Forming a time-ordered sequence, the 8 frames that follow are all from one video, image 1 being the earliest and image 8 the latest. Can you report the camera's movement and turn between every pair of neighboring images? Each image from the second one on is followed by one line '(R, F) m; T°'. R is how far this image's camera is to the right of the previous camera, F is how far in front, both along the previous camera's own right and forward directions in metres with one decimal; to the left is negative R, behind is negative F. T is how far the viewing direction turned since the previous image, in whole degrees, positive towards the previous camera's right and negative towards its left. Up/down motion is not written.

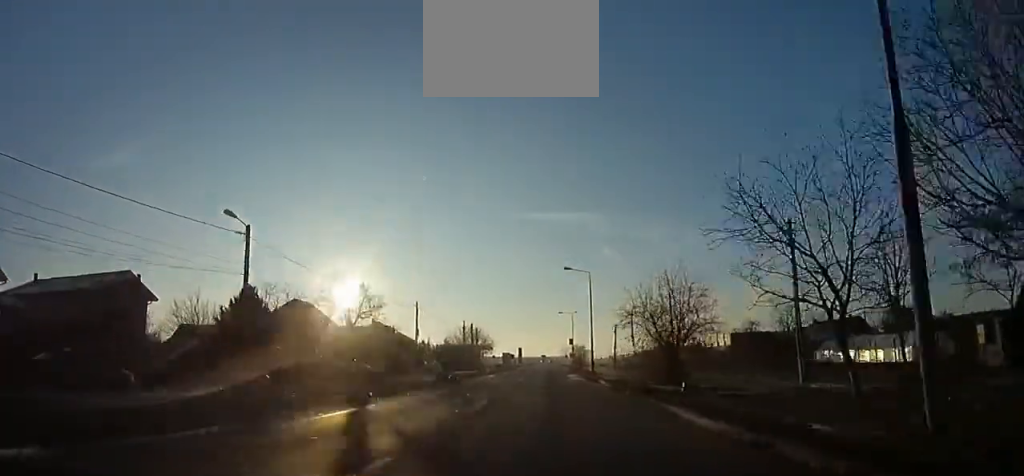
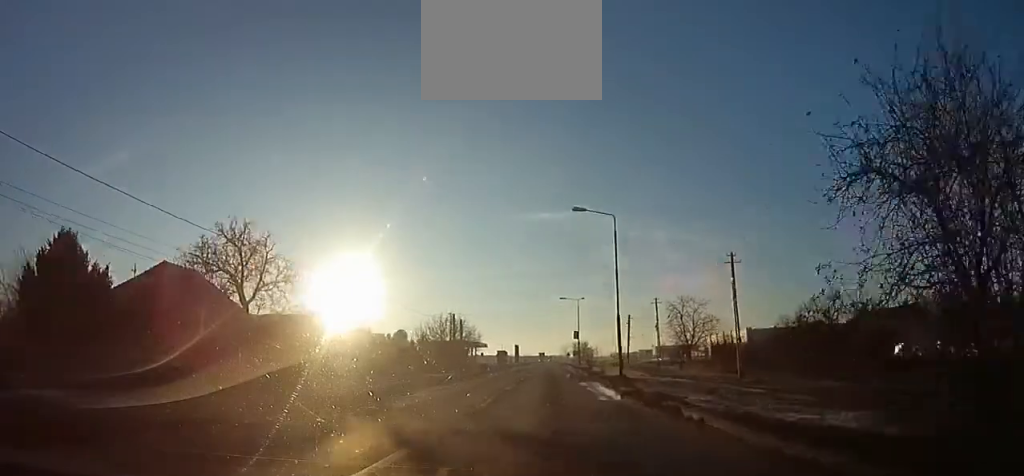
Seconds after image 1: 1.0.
(+0.3, +17.1) m; +1°
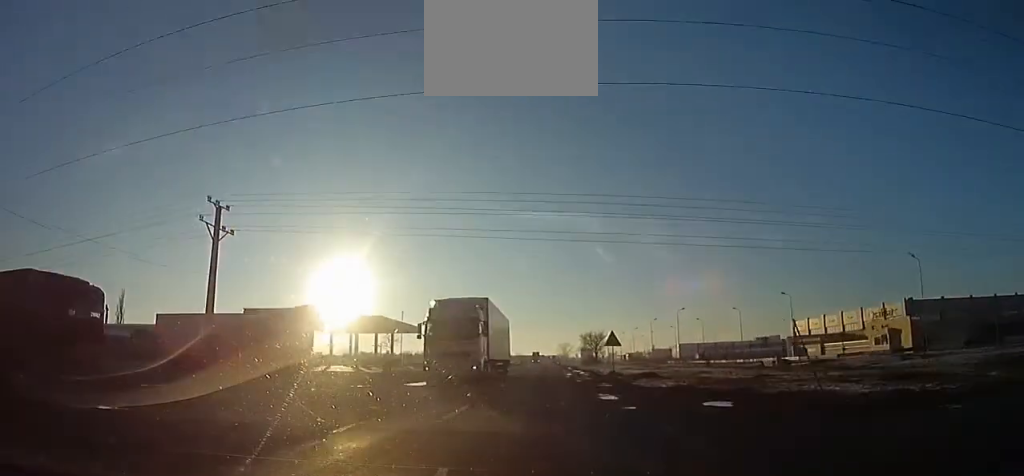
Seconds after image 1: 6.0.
(-1.7, +86.6) m; -1°
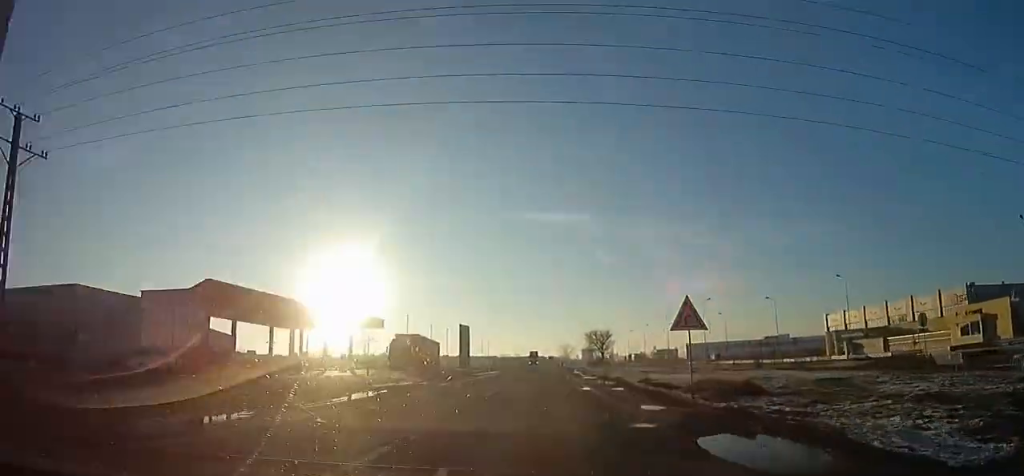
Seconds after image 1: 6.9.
(+0.3, +17.5) m; +1°
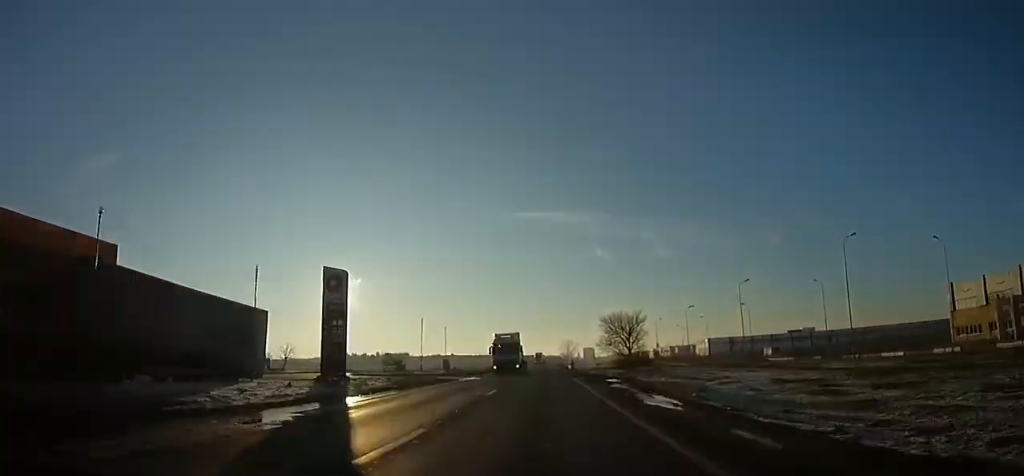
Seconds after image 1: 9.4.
(+0.7, +45.3) m; -1°
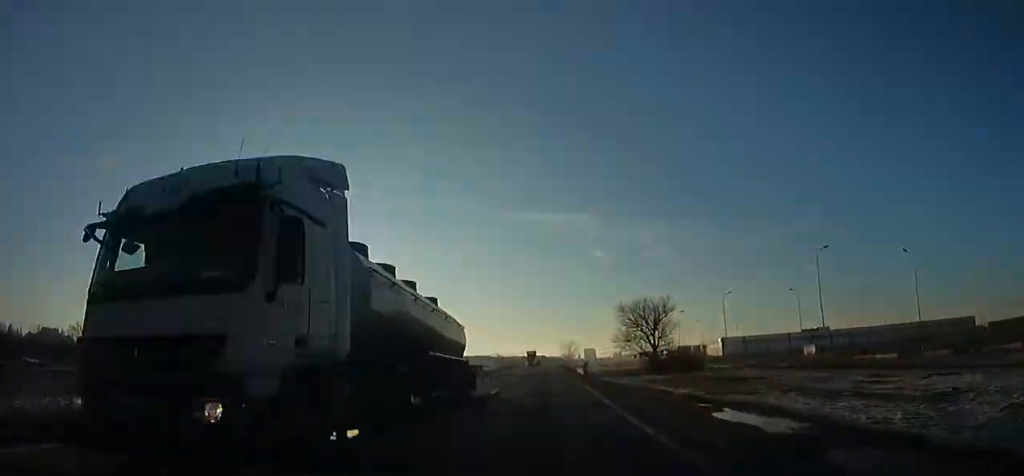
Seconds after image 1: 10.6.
(-0.8, +22.0) m; -1°
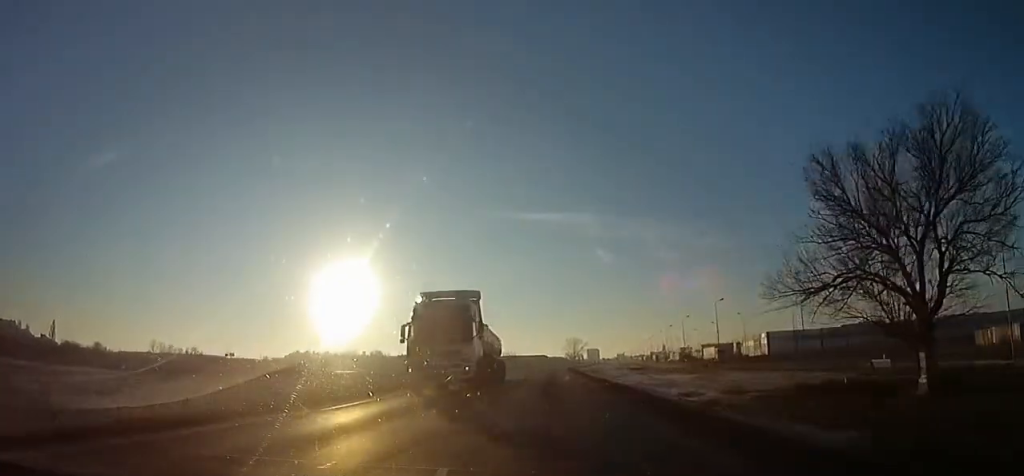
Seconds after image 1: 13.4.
(-0.3, +53.5) m; +2°
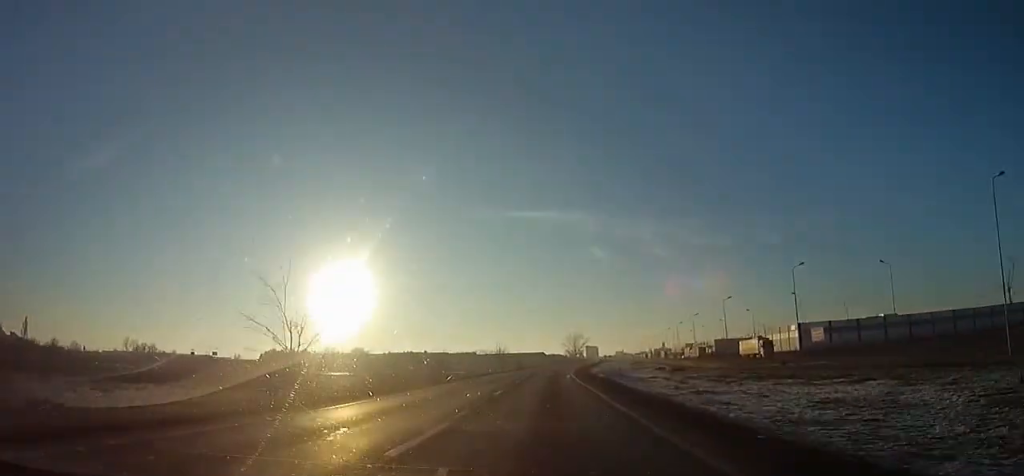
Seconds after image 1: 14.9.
(+1.1, +29.7) m; 0°
